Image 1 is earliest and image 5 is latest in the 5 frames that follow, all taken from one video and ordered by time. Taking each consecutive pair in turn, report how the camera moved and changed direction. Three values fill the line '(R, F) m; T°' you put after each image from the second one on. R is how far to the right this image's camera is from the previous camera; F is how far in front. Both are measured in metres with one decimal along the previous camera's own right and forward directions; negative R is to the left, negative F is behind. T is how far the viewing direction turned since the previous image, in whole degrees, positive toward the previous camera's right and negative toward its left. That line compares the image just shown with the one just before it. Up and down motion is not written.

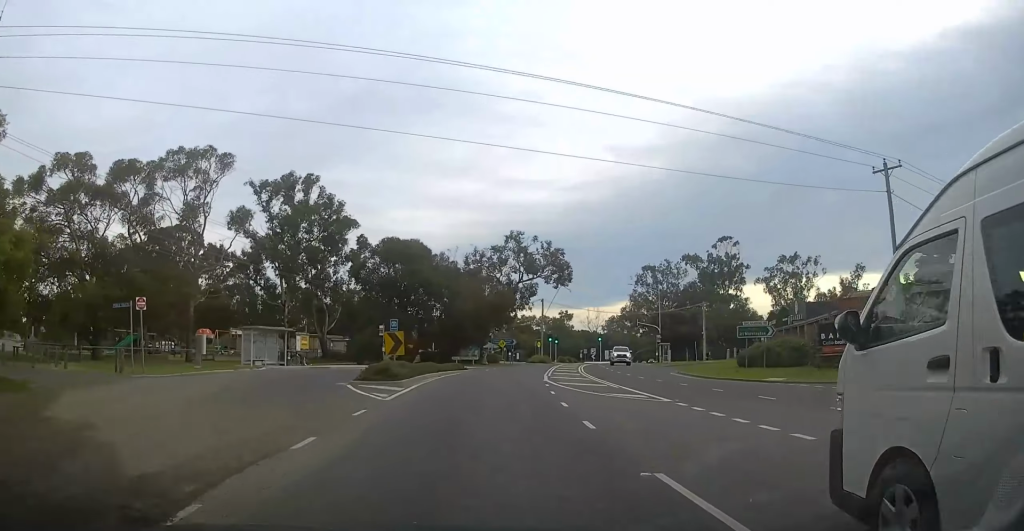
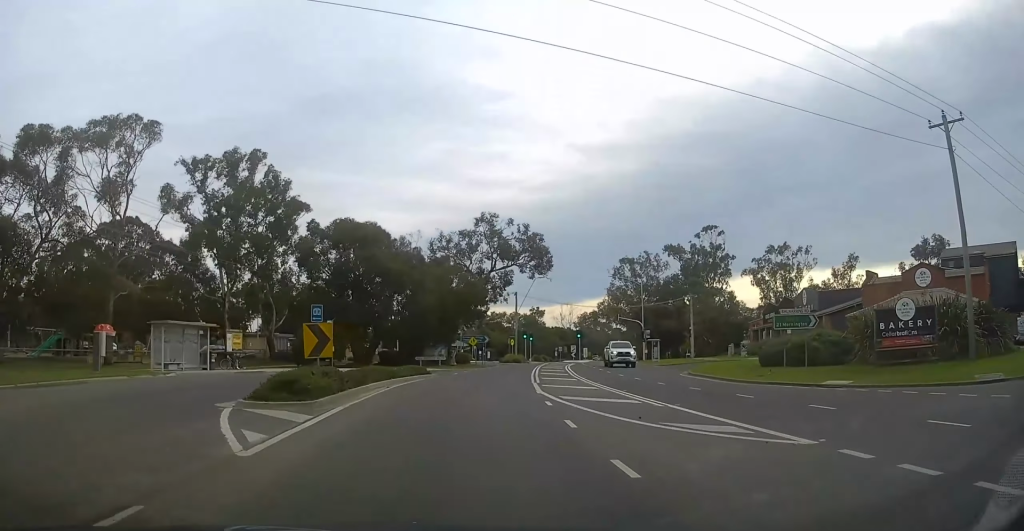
(+0.3, +8.2) m; +3°
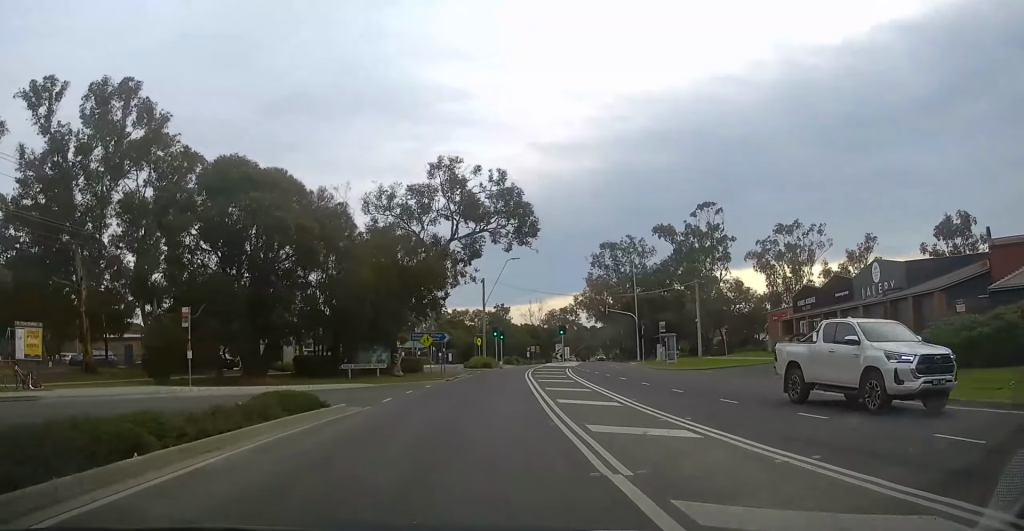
(+0.6, +17.0) m; +4°
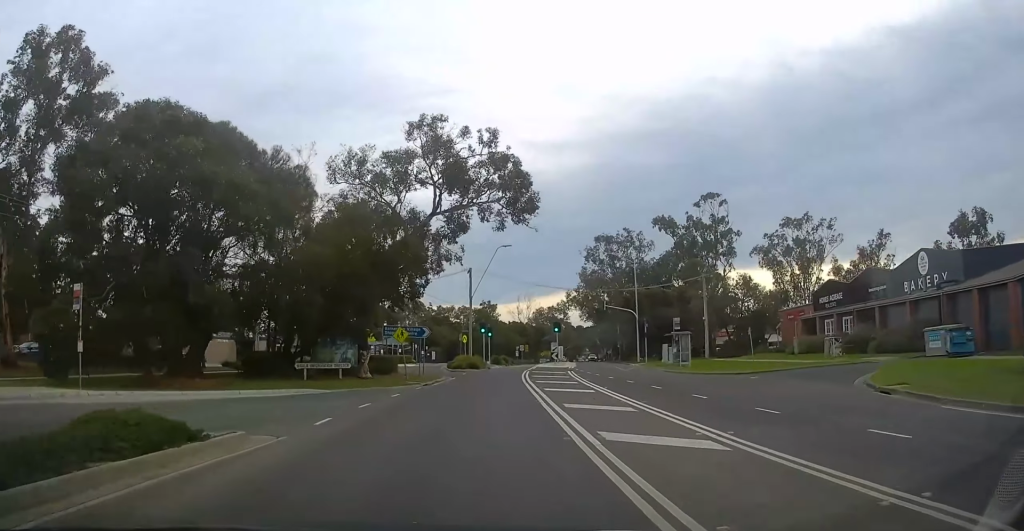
(+0.1, +7.1) m; +1°
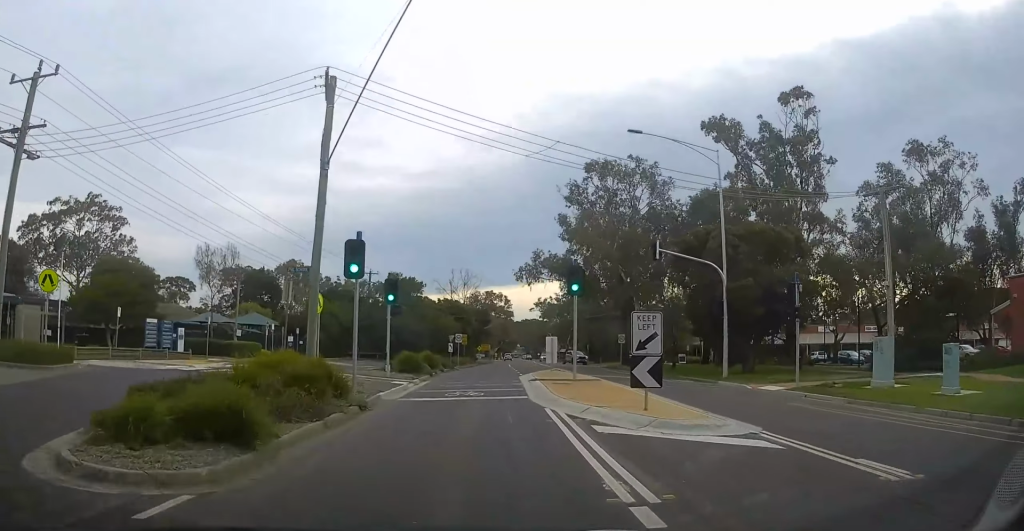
(+2.4, +41.8) m; +6°
